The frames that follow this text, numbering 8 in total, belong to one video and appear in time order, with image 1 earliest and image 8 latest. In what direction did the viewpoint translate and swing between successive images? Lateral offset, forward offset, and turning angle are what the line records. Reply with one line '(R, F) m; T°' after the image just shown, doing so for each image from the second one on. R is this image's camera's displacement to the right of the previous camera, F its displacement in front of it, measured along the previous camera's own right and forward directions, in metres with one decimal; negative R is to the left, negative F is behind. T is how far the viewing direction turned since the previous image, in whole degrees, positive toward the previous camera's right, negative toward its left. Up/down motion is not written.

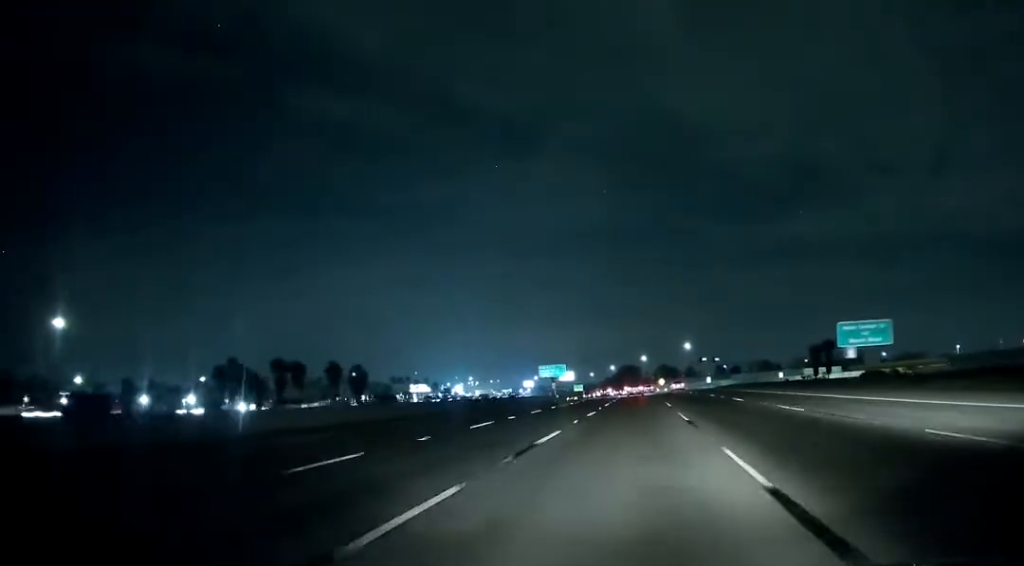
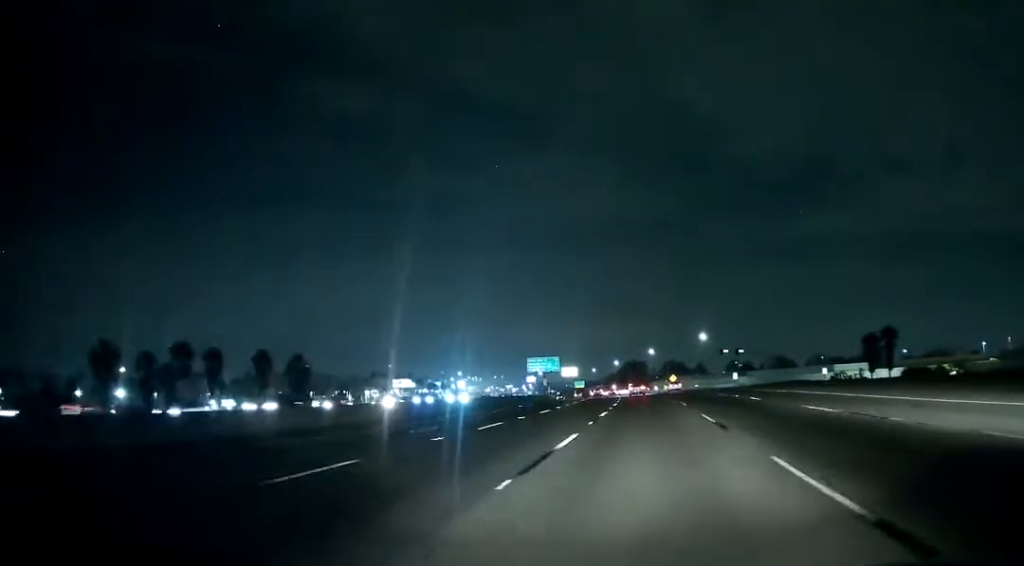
(0.0, +31.5) m; -1°
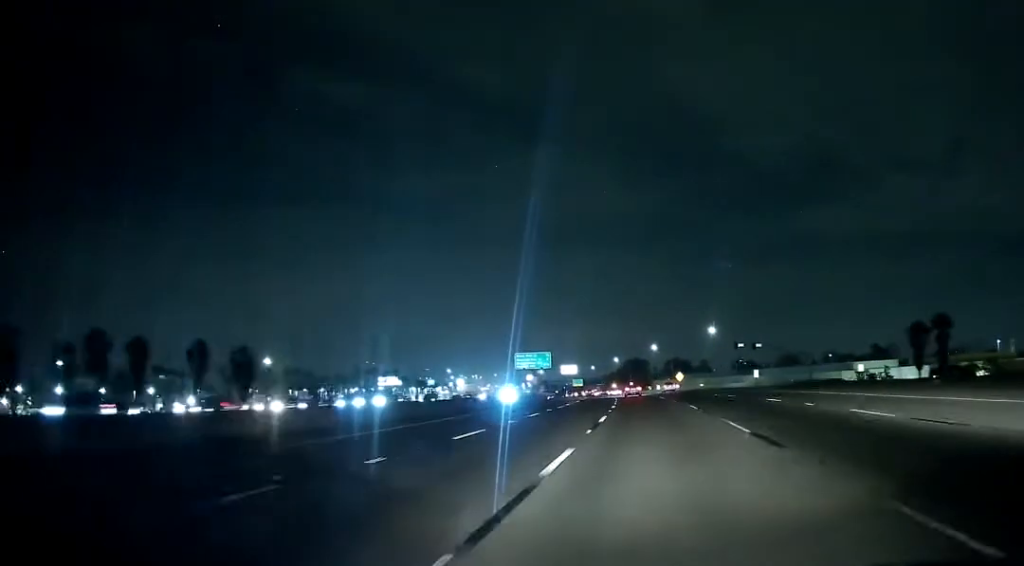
(-0.4, +19.7) m; -1°
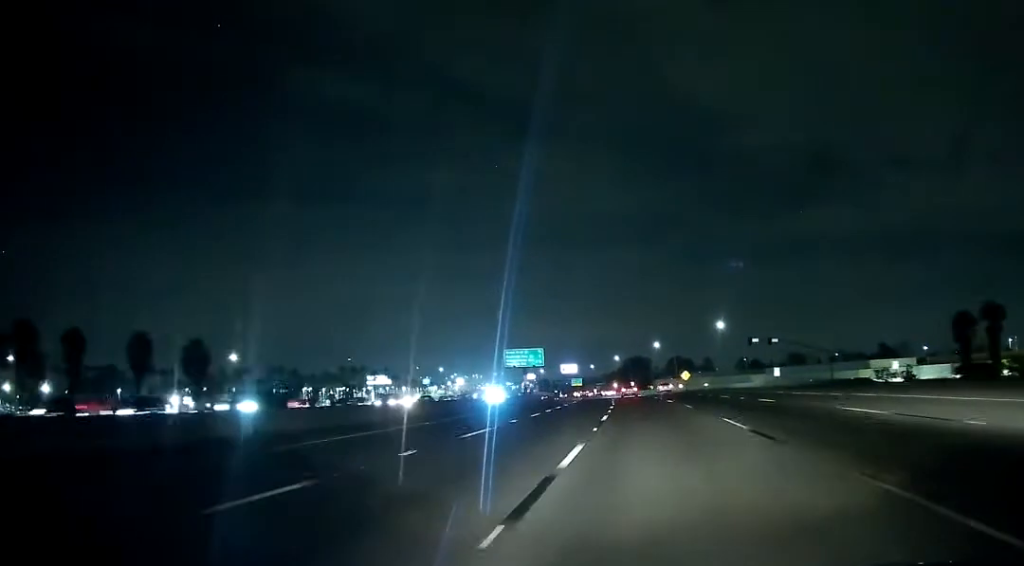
(-0.1, +14.3) m; 0°
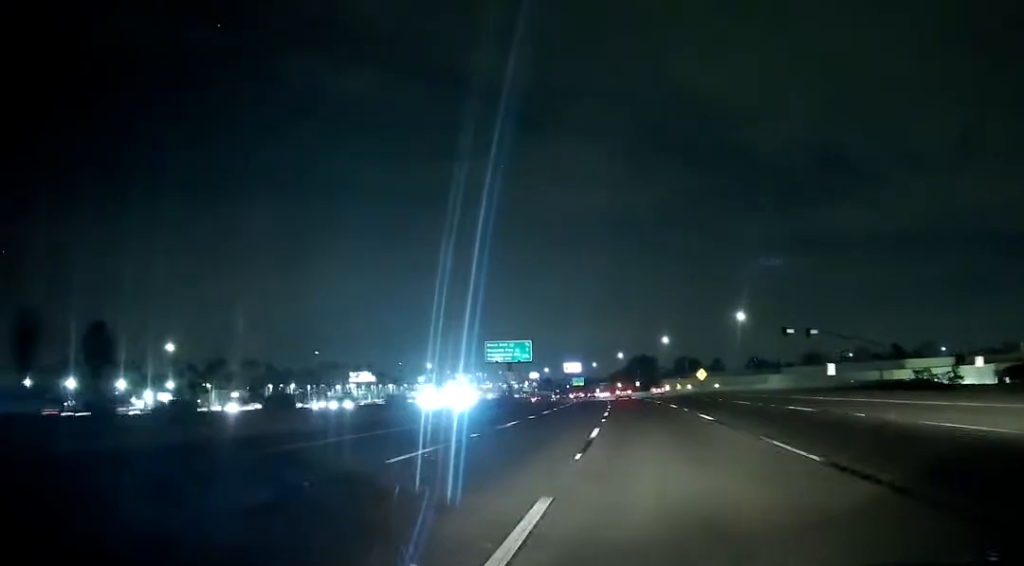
(+0.1, +21.3) m; 0°
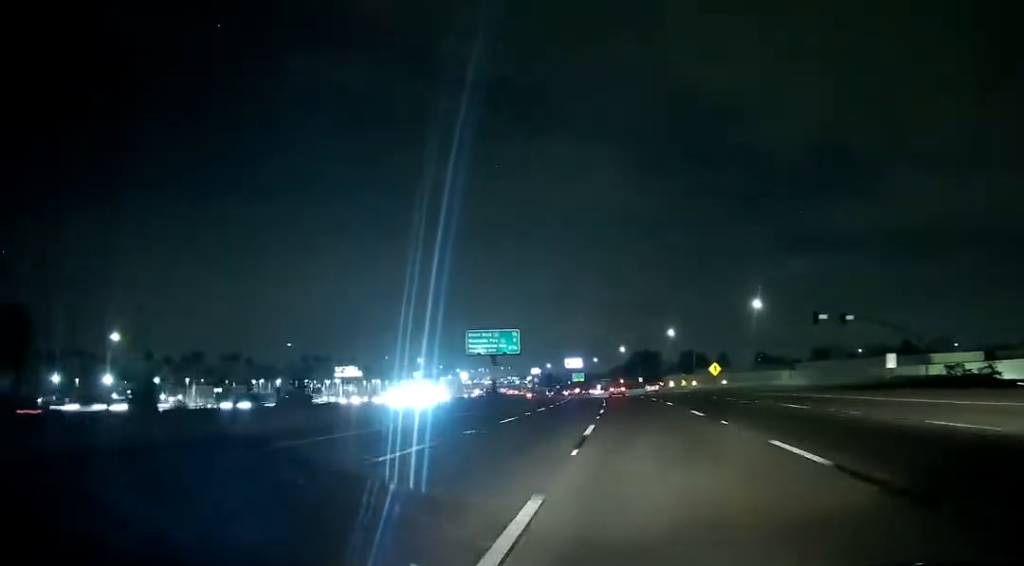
(0.0, +15.2) m; 0°
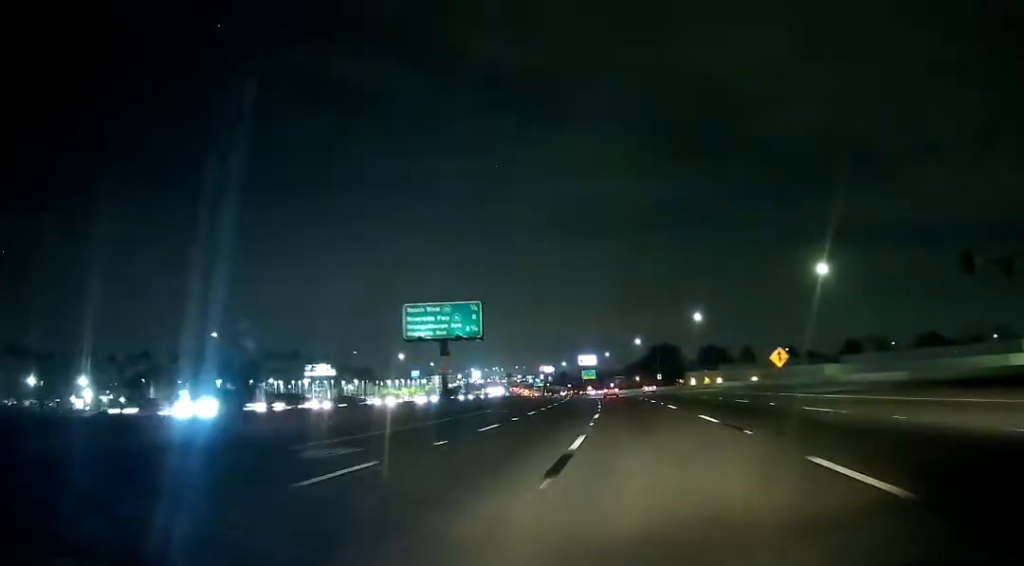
(0.0, +33.2) m; 0°
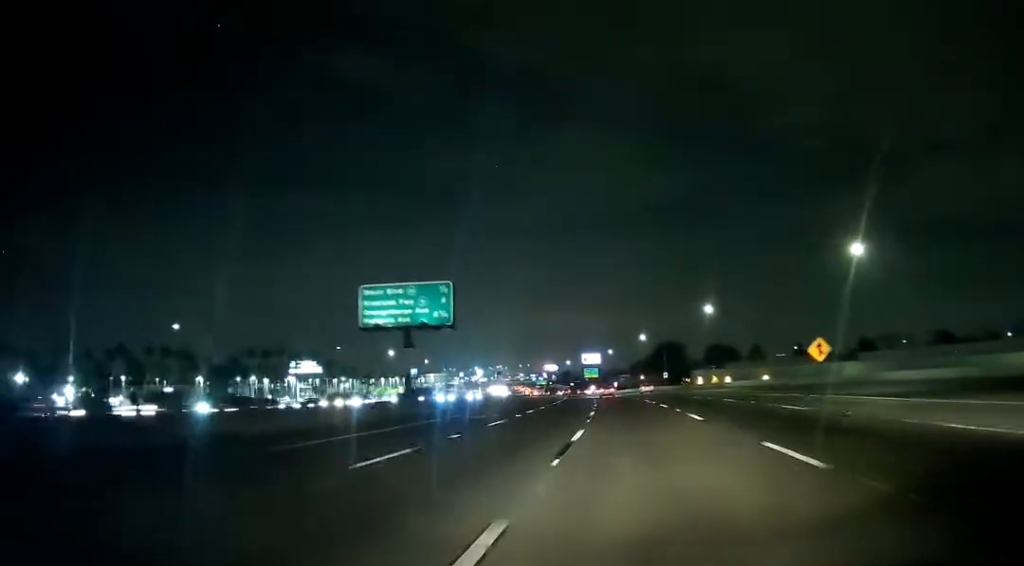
(0.0, +11.7) m; 0°
